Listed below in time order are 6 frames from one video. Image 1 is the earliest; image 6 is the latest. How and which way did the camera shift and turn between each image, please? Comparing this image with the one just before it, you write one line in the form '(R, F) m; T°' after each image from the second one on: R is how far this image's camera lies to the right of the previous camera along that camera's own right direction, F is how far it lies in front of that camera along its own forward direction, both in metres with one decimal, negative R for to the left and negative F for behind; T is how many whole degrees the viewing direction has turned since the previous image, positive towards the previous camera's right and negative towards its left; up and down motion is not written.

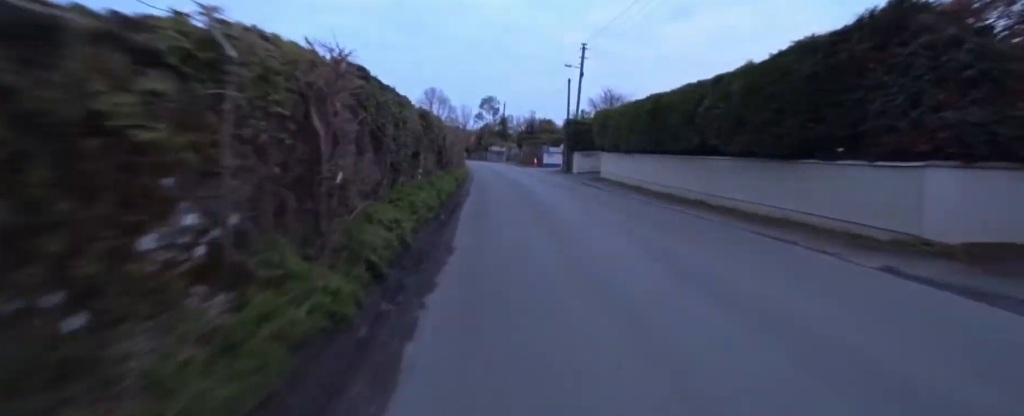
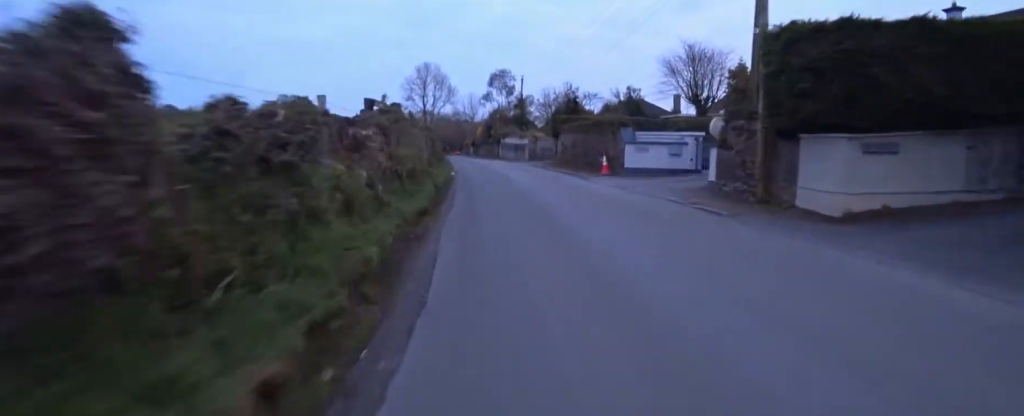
(-0.8, +20.6) m; -5°
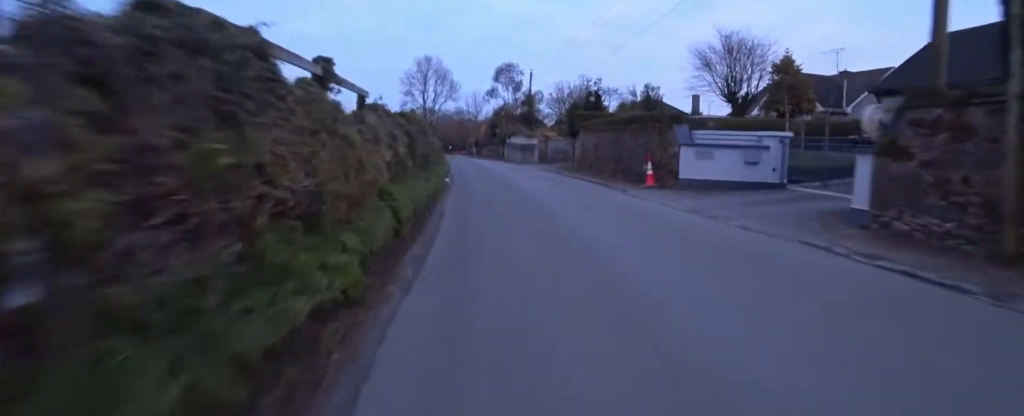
(+0.1, +4.6) m; +4°
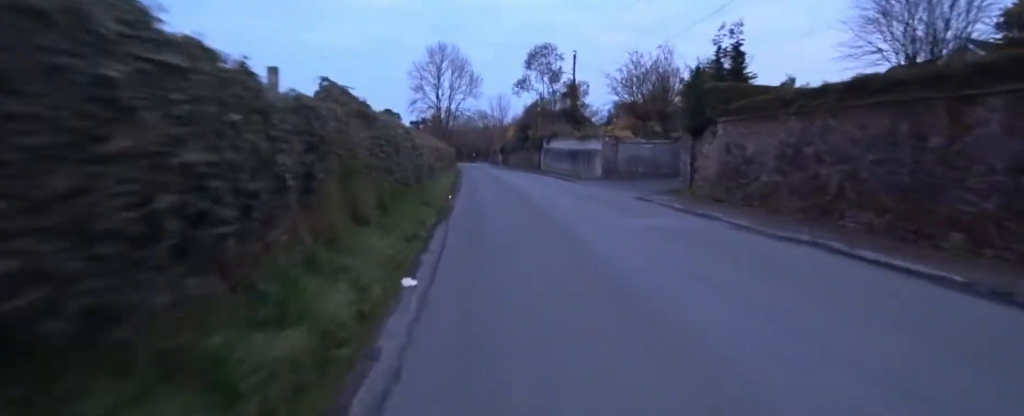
(+0.7, +11.7) m; -2°
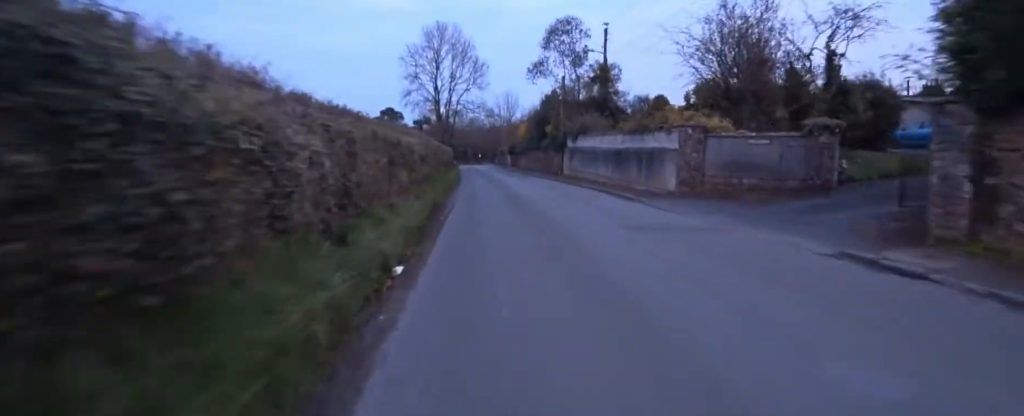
(-0.9, +7.8) m; -7°
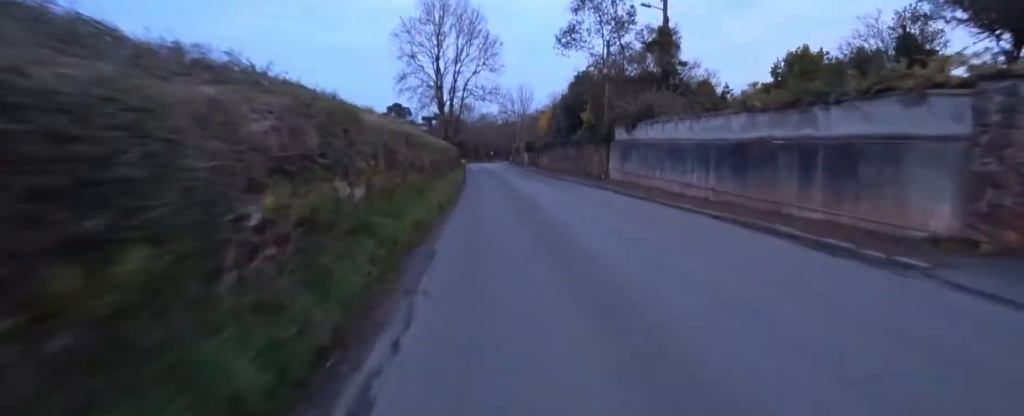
(-0.1, +7.8) m; 0°
